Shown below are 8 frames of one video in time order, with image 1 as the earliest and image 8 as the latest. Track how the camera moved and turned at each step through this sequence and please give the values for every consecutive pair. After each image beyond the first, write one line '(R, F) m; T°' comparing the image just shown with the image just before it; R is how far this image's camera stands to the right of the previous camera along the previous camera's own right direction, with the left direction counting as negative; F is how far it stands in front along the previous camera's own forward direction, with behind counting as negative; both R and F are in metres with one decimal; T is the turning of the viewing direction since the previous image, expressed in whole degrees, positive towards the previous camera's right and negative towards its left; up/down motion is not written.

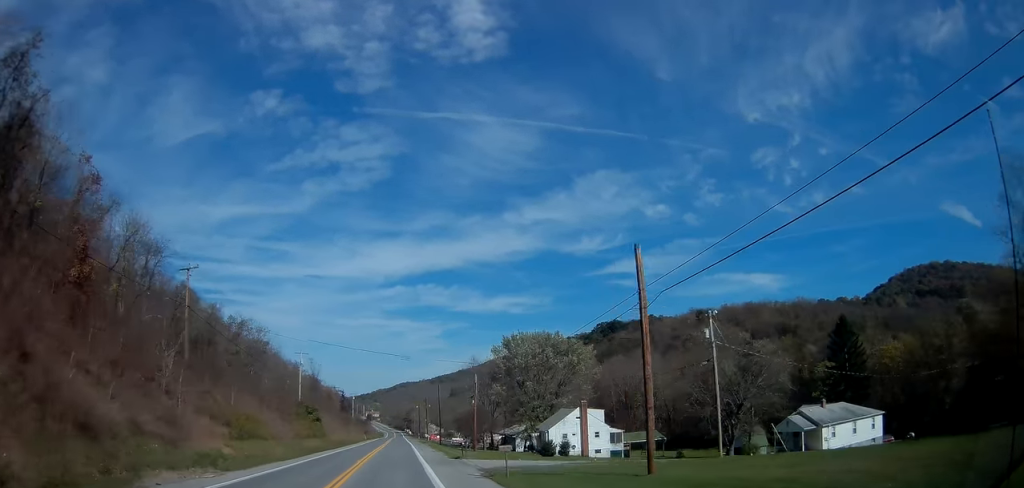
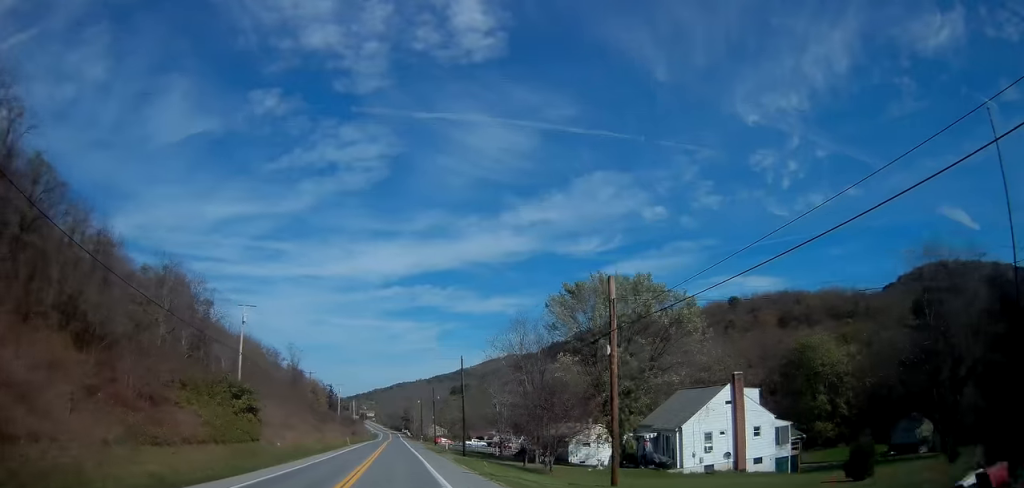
(+0.5, +35.8) m; +1°
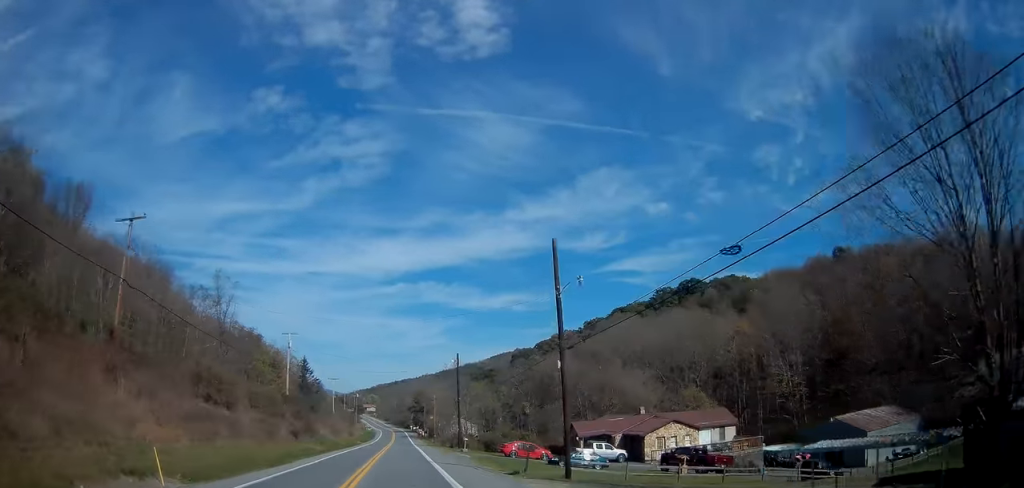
(+0.8, +75.5) m; 0°
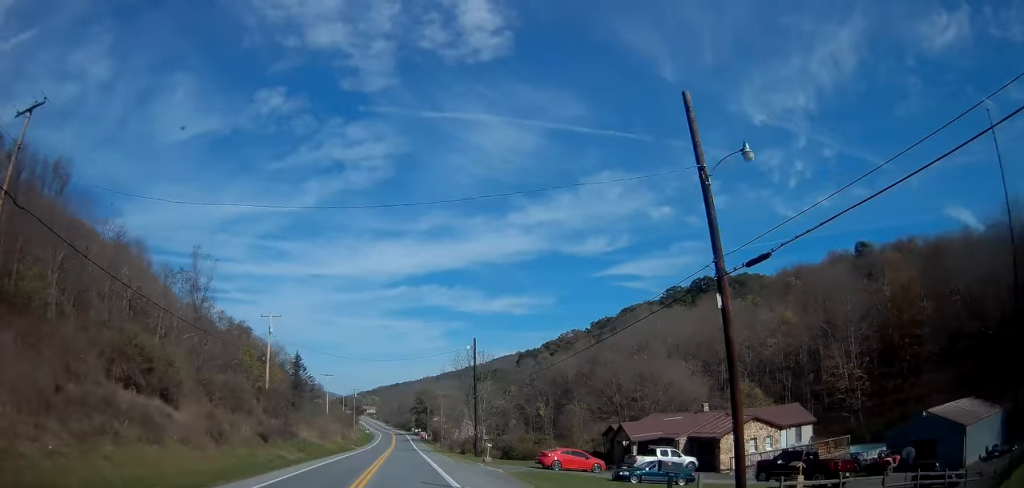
(-0.1, +12.6) m; 0°
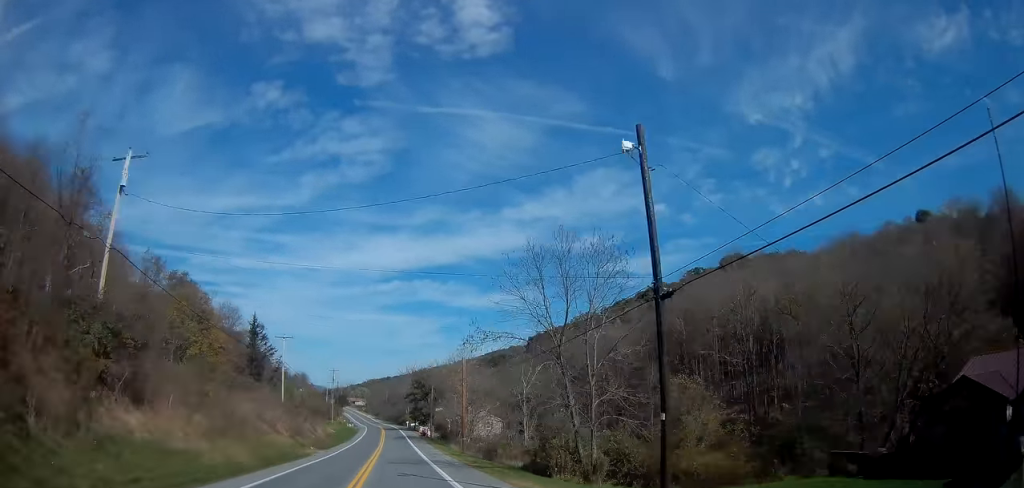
(0.0, +36.7) m; 0°
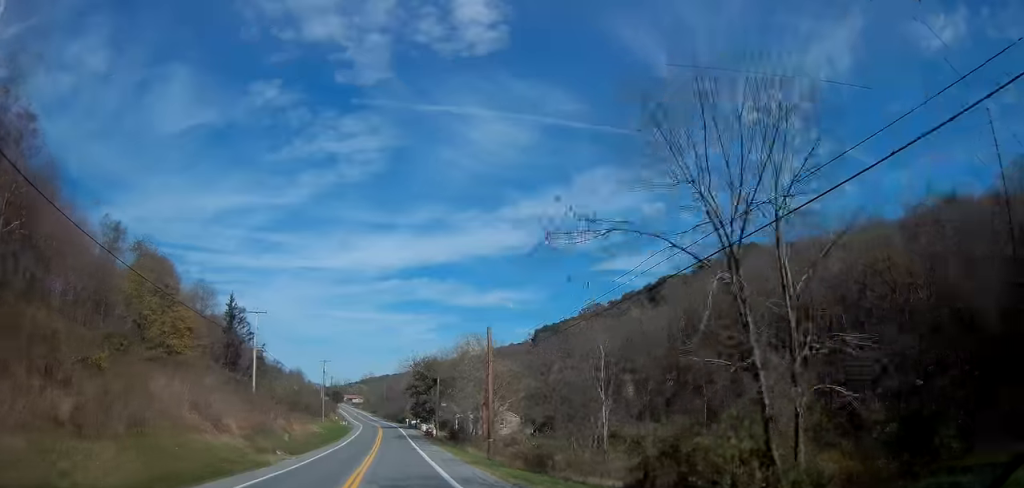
(-0.1, +14.3) m; 0°
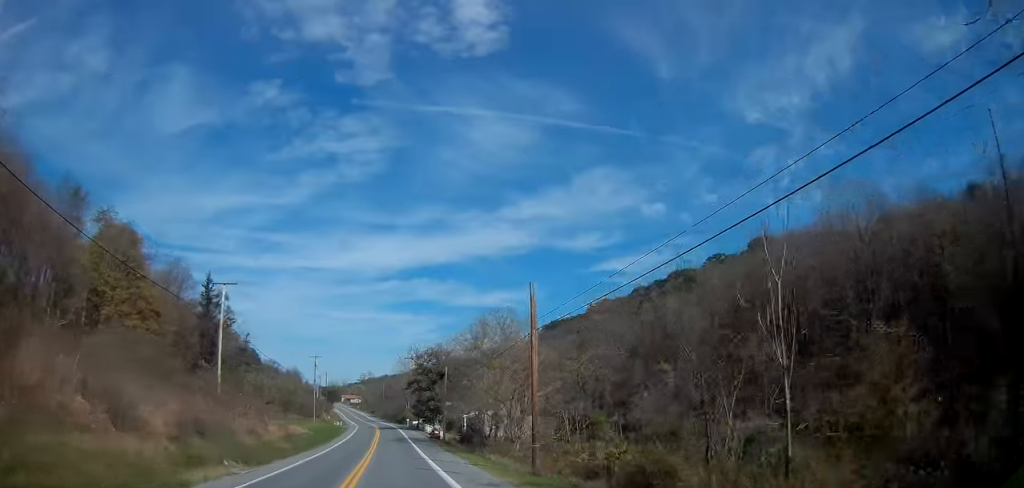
(+0.2, +11.6) m; 0°
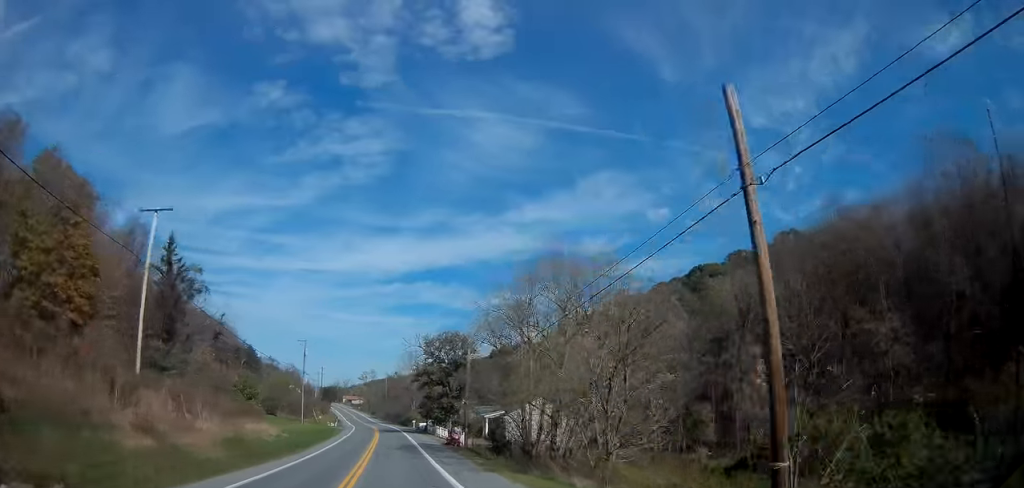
(+0.2, +16.0) m; 0°
